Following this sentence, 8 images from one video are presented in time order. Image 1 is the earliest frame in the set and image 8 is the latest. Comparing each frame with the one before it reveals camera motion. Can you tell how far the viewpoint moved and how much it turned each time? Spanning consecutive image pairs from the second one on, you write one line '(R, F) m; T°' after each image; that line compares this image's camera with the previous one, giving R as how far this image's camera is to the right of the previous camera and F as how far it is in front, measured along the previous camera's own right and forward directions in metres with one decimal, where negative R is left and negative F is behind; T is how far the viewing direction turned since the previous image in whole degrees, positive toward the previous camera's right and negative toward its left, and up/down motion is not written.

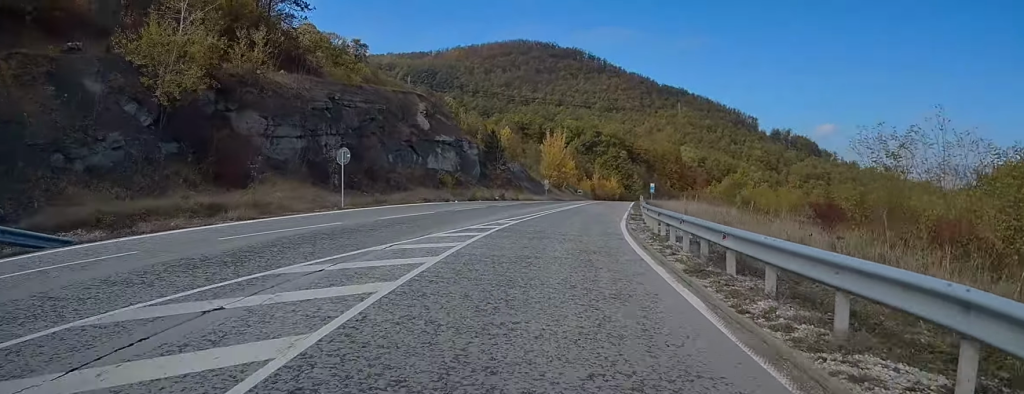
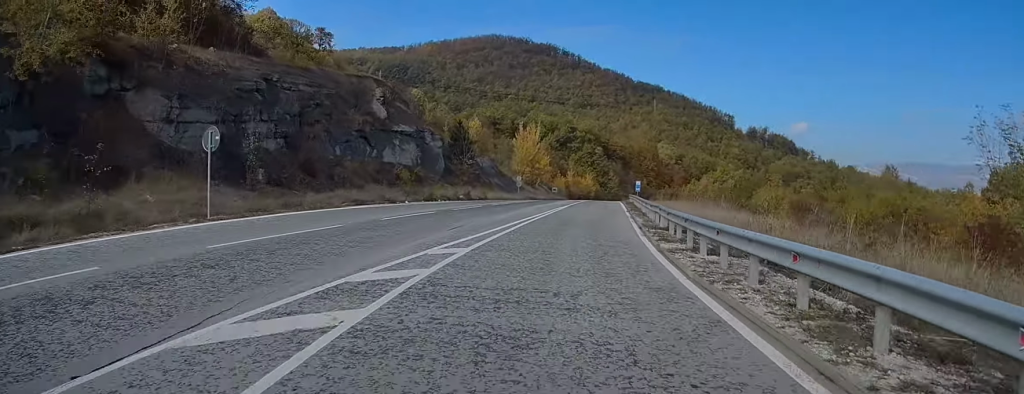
(+0.3, +11.0) m; +2°
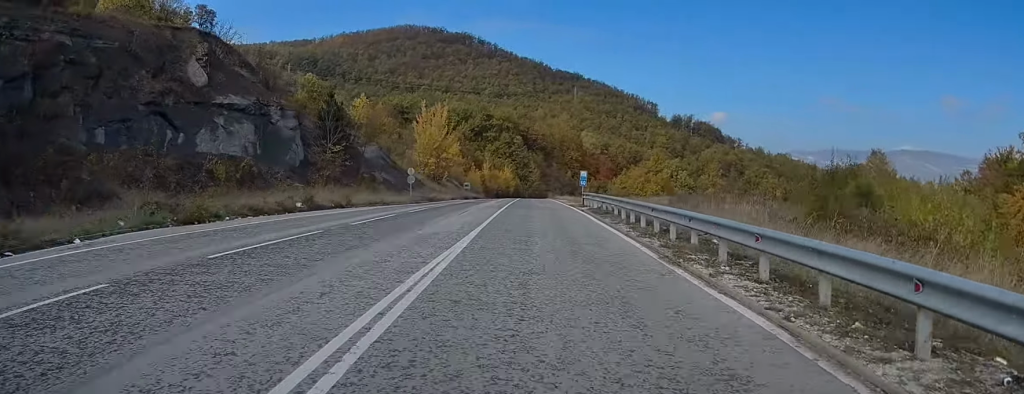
(+1.0, +25.9) m; +6°
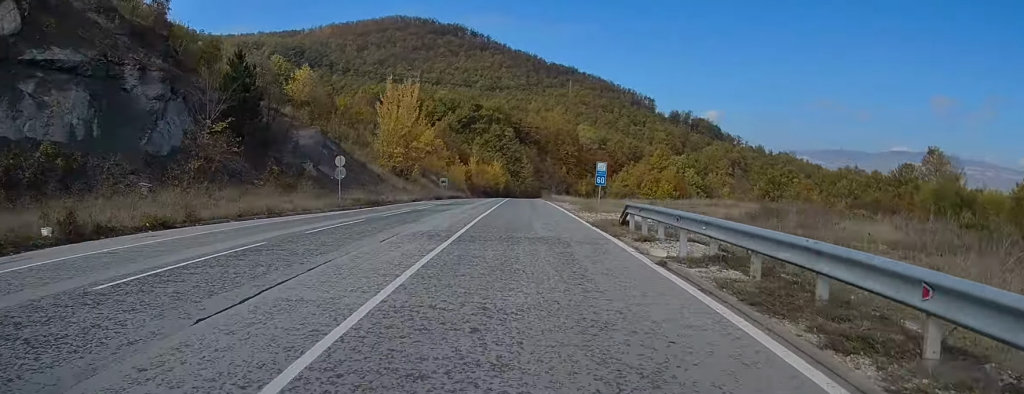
(+0.9, +20.6) m; +4°
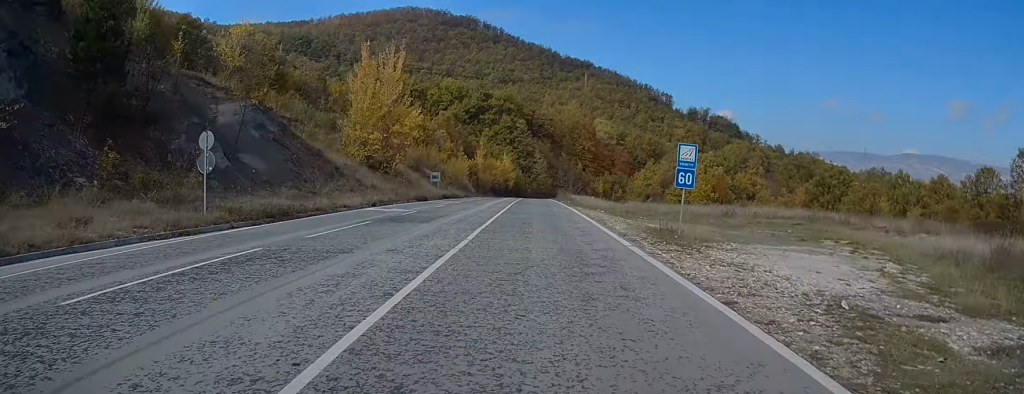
(+0.3, +19.0) m; +1°
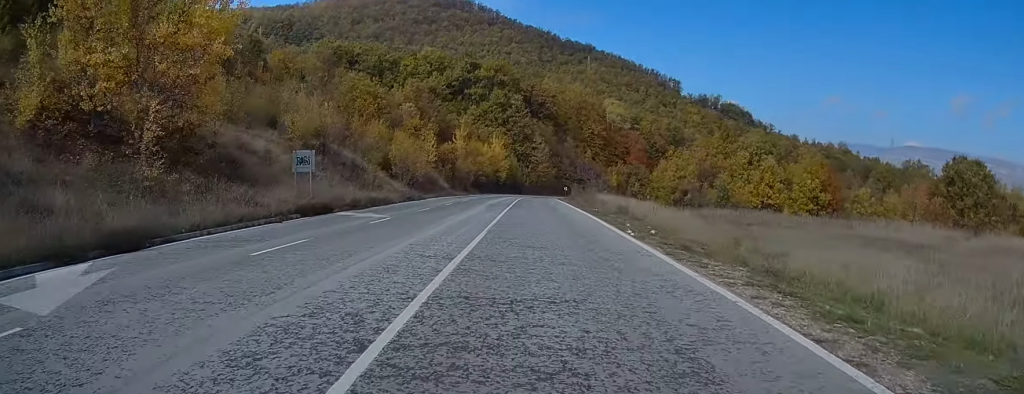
(-0.1, +41.5) m; -1°
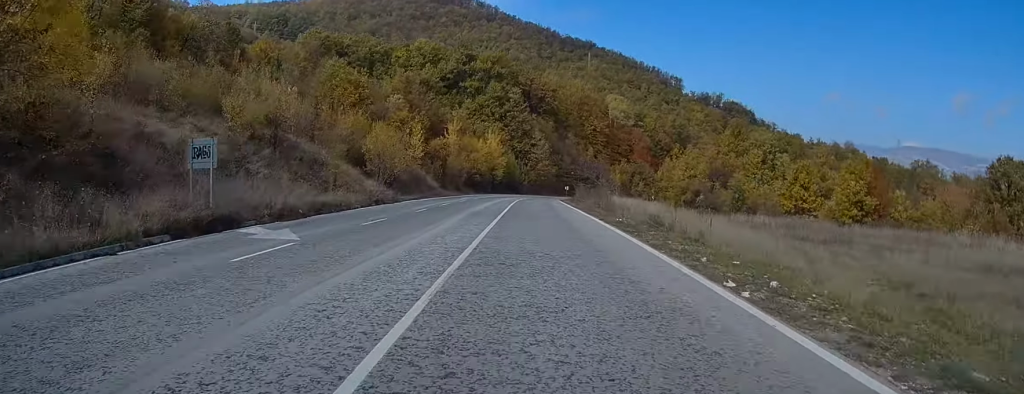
(0.0, +9.7) m; 0°
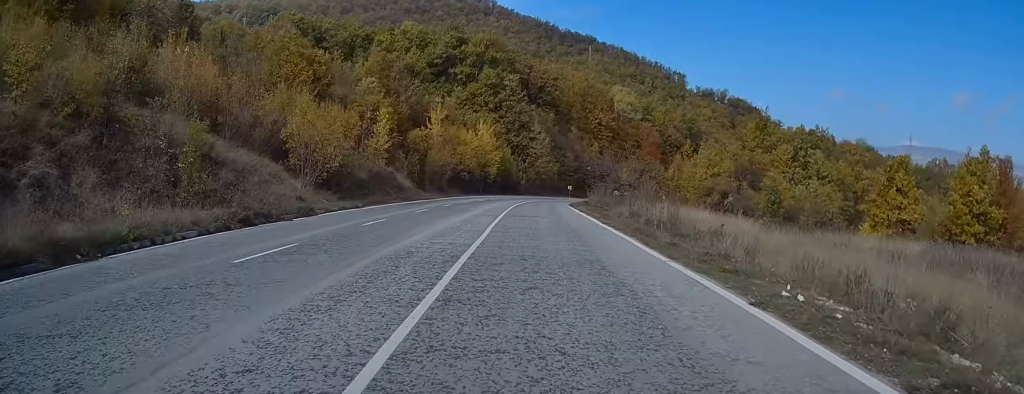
(-0.2, +17.3) m; -1°
